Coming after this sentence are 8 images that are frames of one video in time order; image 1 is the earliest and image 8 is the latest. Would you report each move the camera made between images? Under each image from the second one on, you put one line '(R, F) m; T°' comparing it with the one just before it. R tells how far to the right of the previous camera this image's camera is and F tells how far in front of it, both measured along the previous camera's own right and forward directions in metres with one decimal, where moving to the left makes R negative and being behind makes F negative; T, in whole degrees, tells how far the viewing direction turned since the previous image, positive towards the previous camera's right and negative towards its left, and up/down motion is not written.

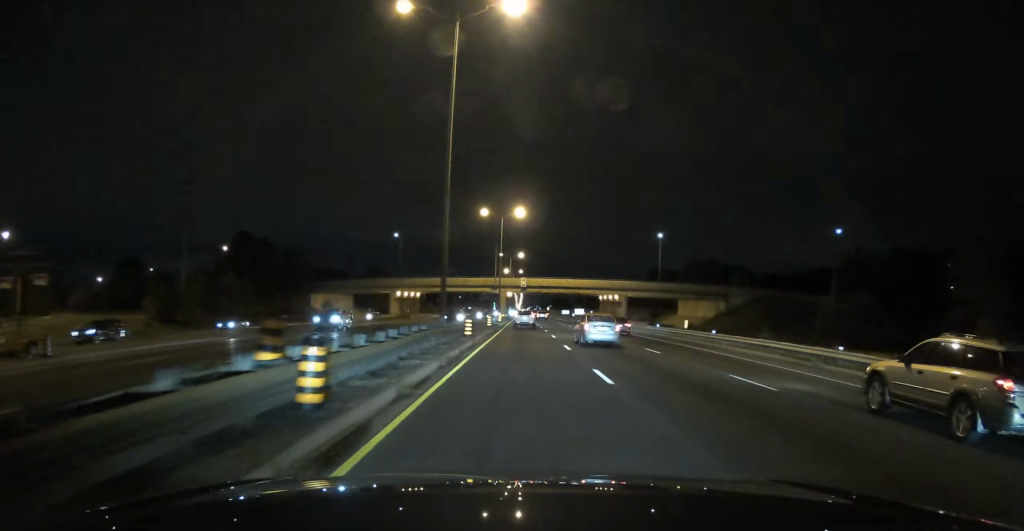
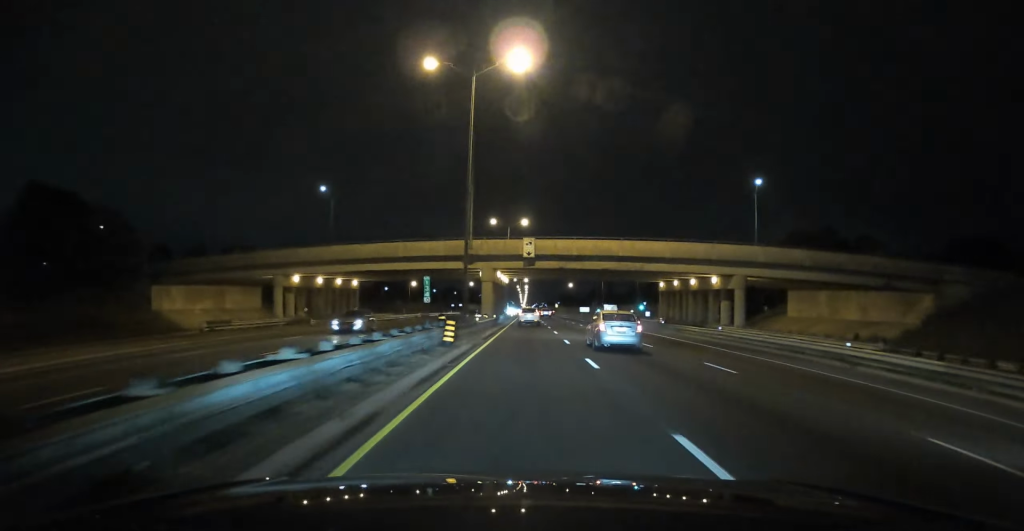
(+0.1, +54.7) m; 0°
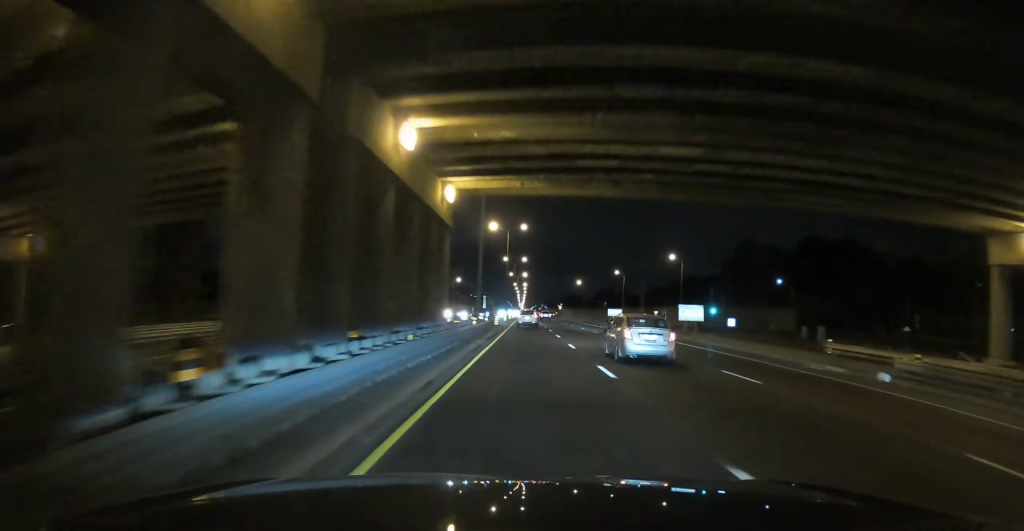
(-0.5, +63.1) m; 0°
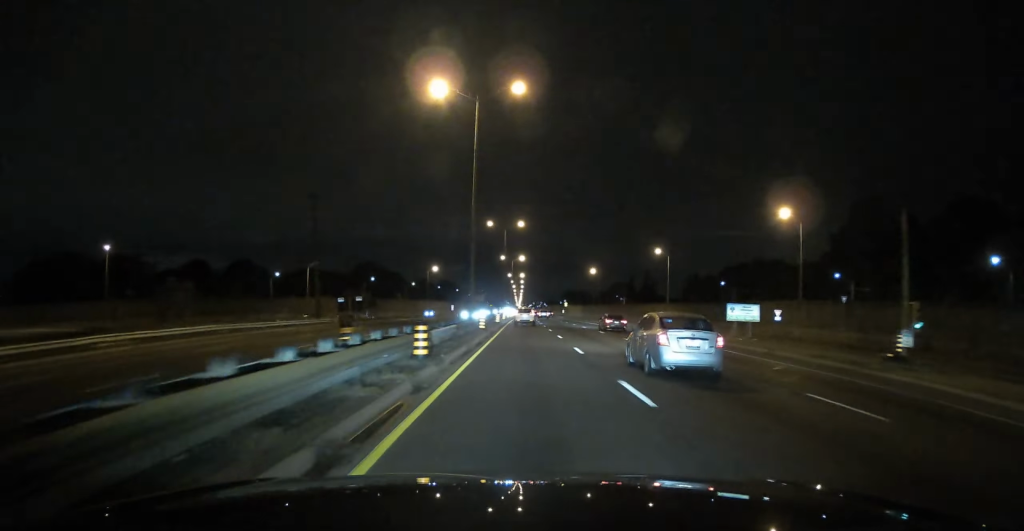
(-0.3, +68.3) m; 0°
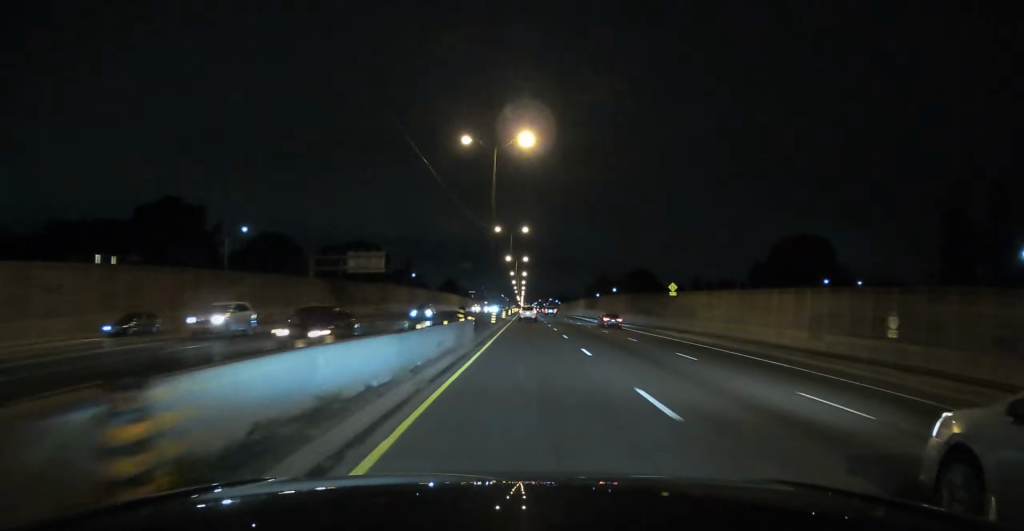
(+1.4, +213.5) m; 0°
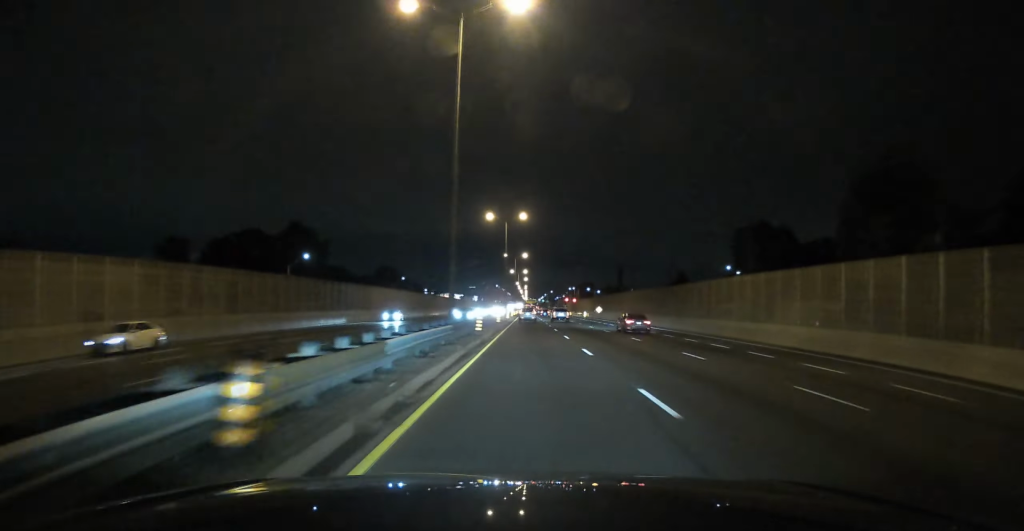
(+0.2, +252.6) m; 0°
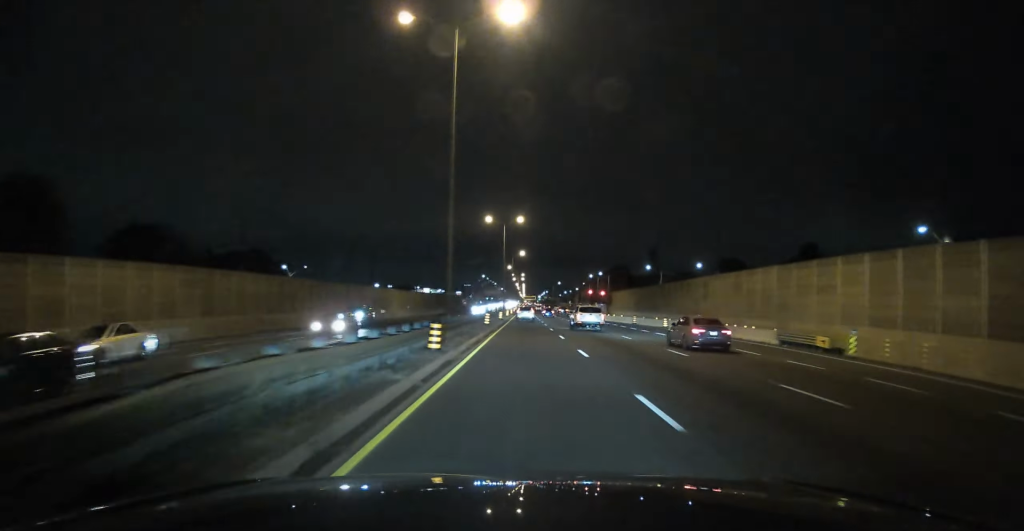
(+0.1, +146.3) m; 0°
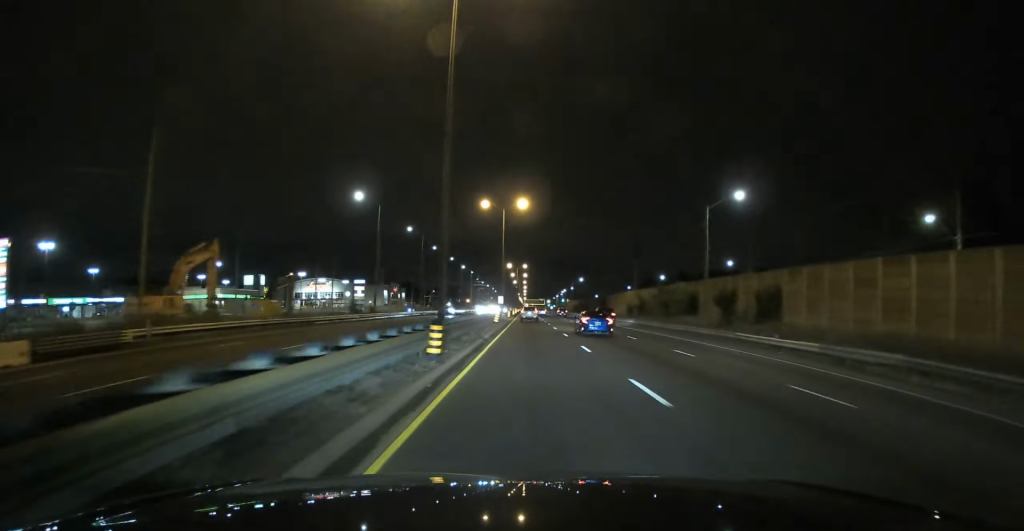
(+0.5, +299.2) m; 0°
